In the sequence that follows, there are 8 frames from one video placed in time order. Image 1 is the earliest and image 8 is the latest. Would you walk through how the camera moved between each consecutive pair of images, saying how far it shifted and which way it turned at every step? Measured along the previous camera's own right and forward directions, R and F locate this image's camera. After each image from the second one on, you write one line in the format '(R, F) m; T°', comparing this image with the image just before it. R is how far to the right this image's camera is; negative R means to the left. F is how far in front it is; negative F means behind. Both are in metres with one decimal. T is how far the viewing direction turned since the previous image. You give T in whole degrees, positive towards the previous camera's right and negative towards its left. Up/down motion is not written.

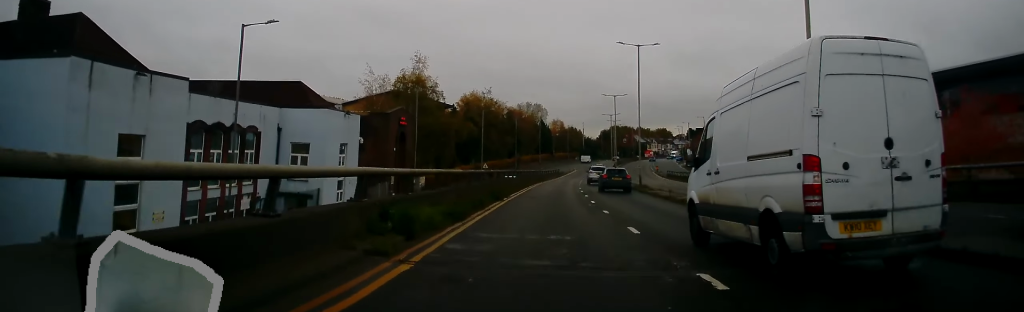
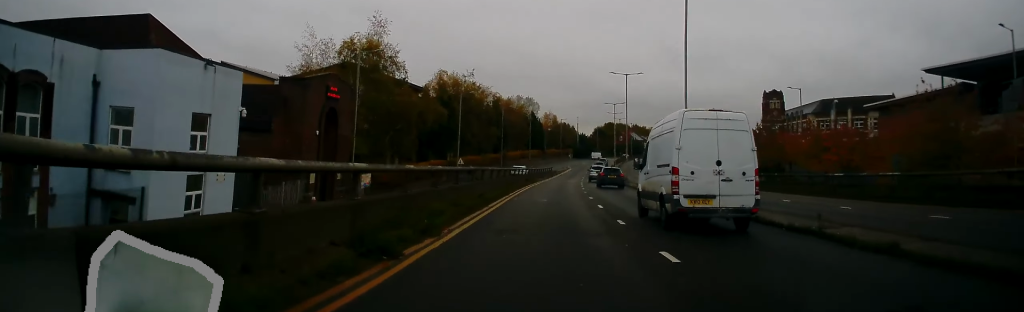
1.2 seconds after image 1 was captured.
(-0.2, +15.7) m; 0°
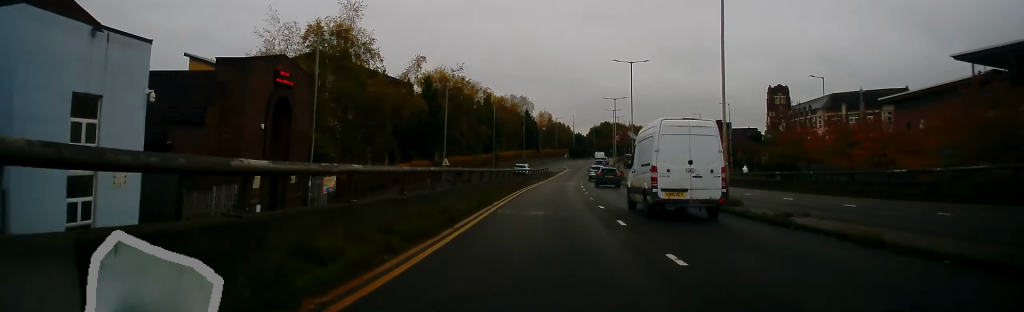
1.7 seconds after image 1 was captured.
(+0.1, +6.4) m; +1°
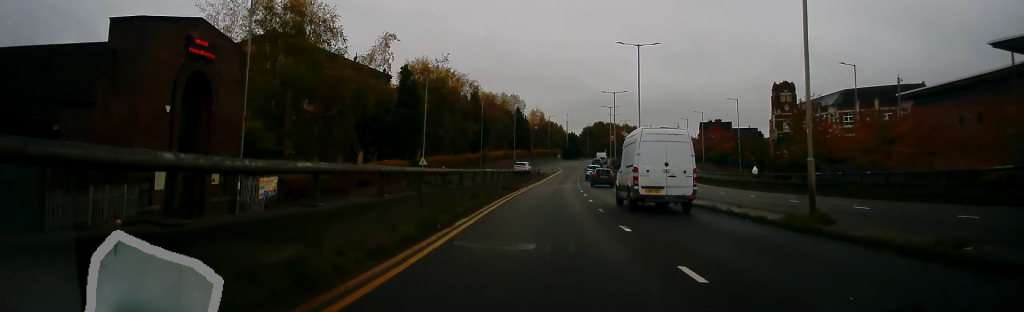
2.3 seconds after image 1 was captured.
(+0.1, +7.2) m; +1°
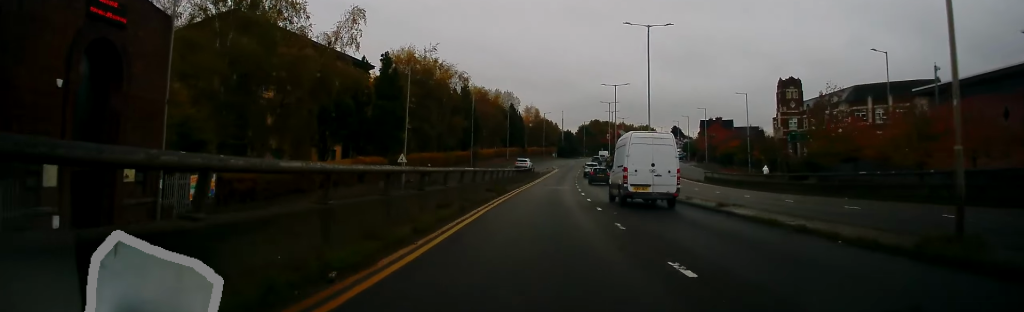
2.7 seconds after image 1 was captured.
(0.0, +5.5) m; -1°
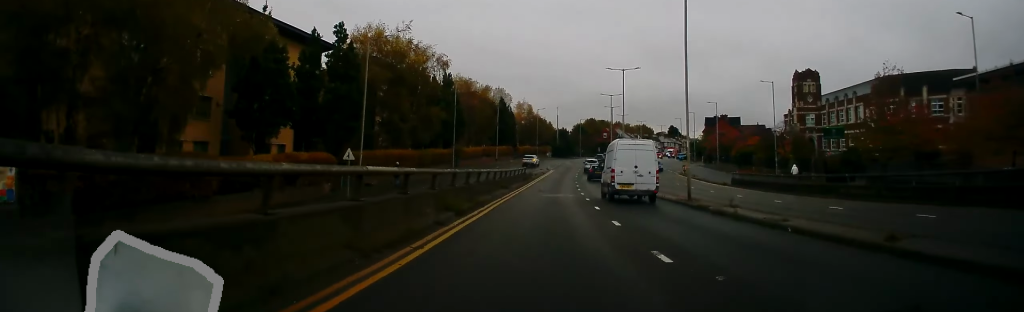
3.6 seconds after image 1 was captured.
(0.0, +10.6) m; -2°
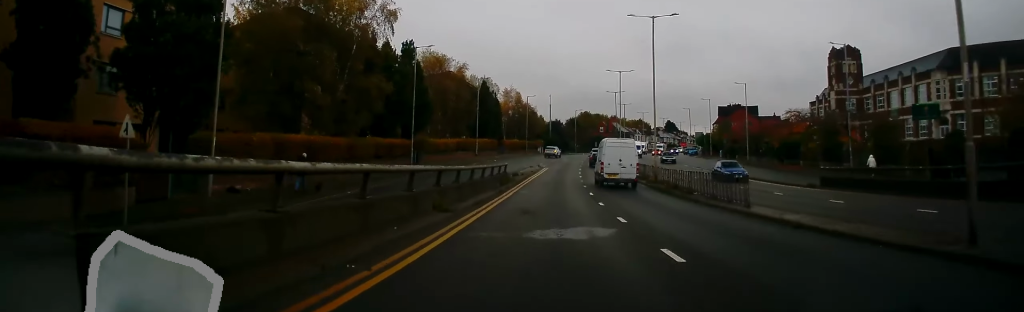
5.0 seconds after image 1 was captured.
(-0.2, +17.9) m; +3°
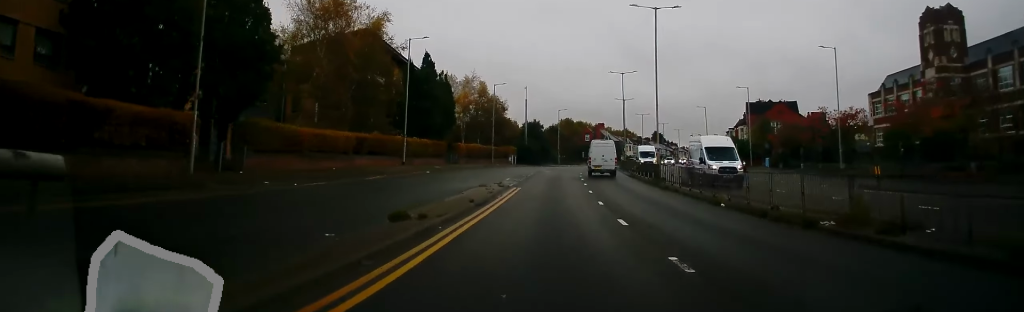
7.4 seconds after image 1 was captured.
(+1.1, +30.8) m; +2°
